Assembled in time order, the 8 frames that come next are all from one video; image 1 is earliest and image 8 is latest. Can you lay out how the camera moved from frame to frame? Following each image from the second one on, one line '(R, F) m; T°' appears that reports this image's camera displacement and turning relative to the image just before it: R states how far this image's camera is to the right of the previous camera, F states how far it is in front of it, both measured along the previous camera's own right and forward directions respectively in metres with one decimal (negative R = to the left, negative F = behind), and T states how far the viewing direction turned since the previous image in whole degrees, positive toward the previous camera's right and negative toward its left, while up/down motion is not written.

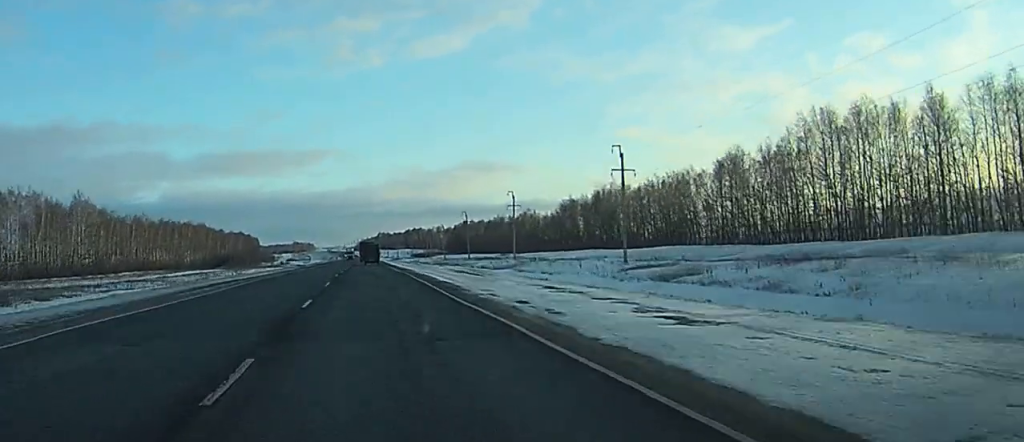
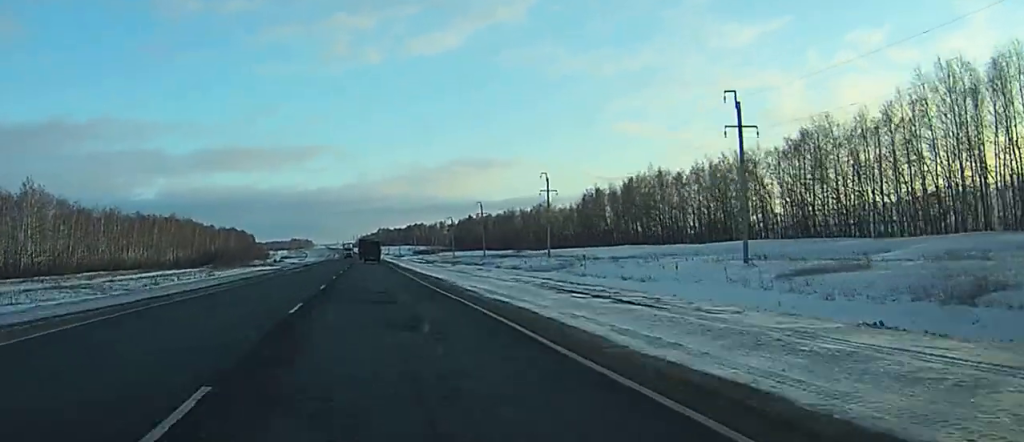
(+0.1, +27.1) m; 0°
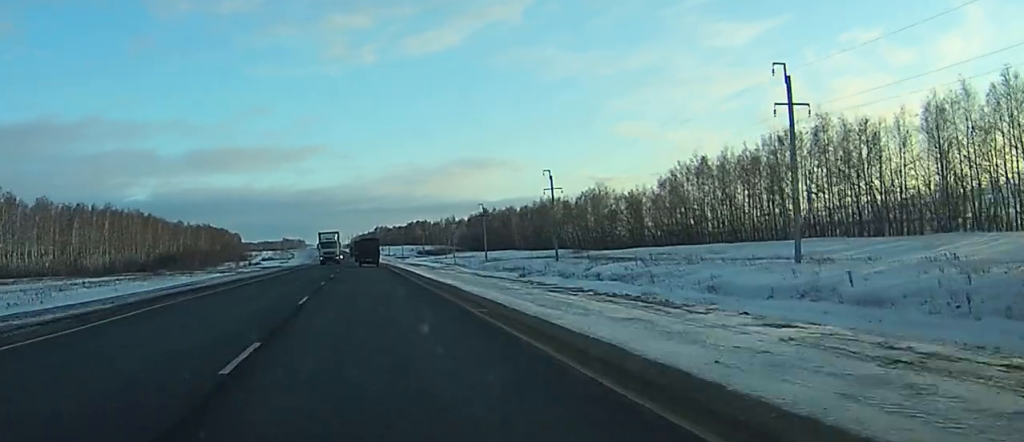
(-0.3, +68.0) m; 0°
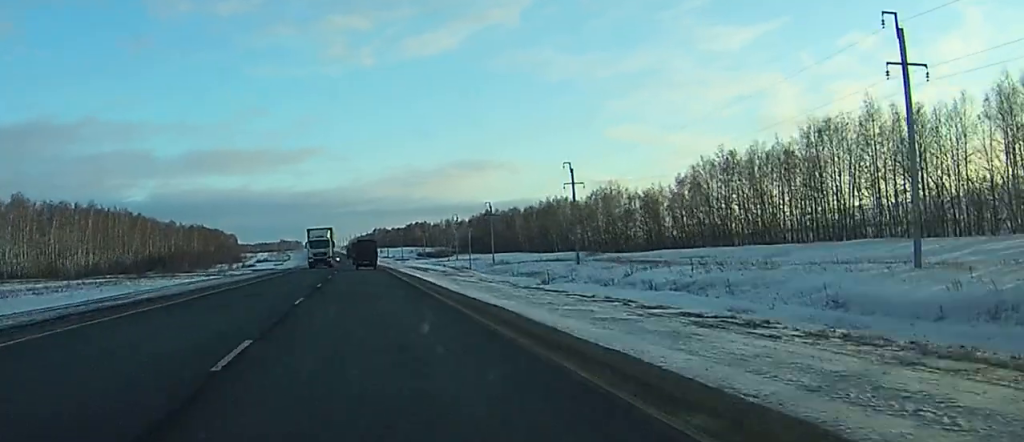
(0.0, +11.6) m; 0°
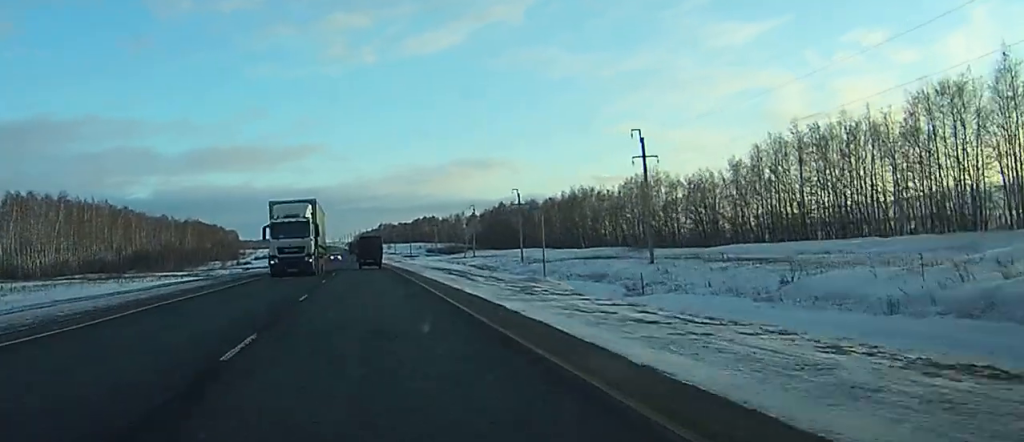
(0.0, +23.1) m; 0°
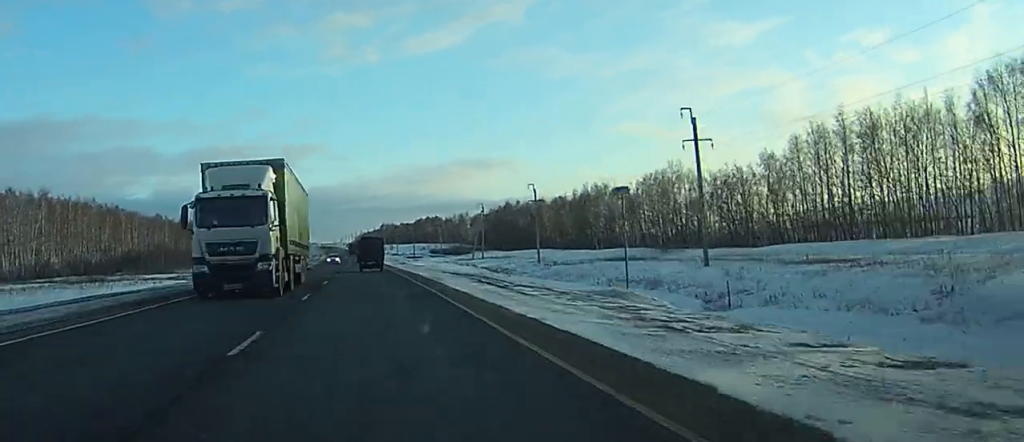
(0.0, +11.5) m; 0°
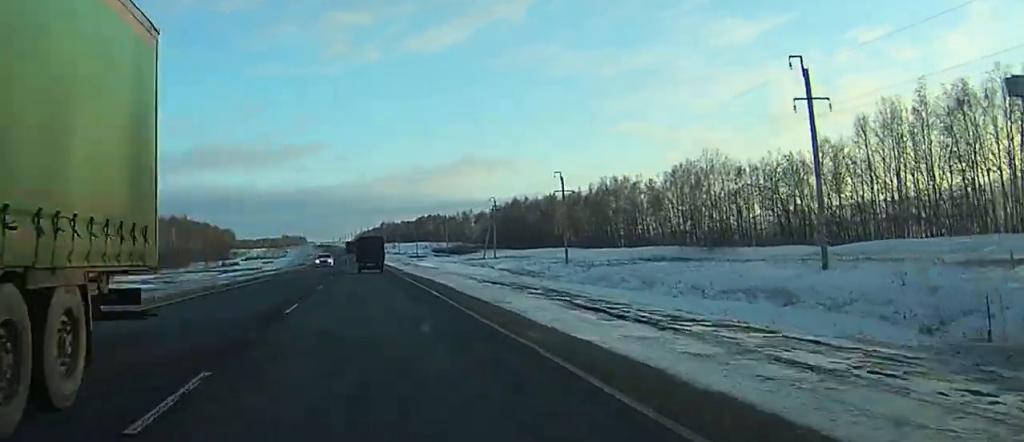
(0.0, +16.8) m; 0°
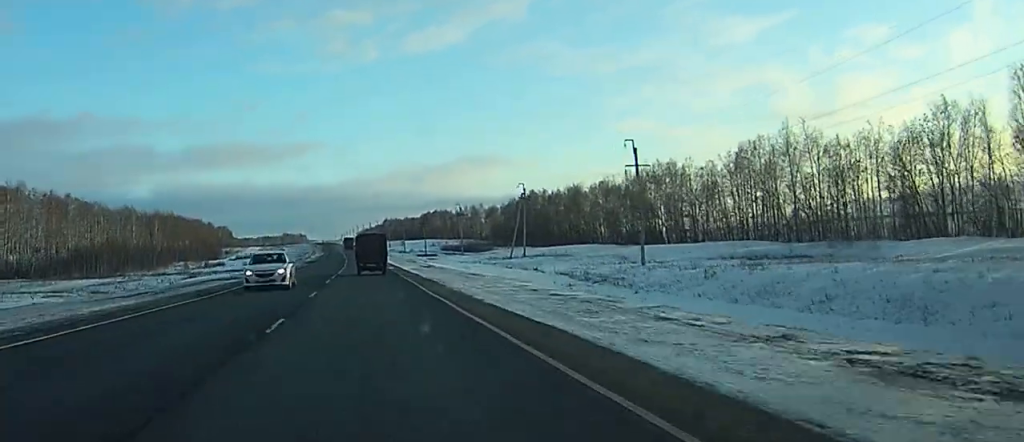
(-0.1, +28.2) m; 0°
